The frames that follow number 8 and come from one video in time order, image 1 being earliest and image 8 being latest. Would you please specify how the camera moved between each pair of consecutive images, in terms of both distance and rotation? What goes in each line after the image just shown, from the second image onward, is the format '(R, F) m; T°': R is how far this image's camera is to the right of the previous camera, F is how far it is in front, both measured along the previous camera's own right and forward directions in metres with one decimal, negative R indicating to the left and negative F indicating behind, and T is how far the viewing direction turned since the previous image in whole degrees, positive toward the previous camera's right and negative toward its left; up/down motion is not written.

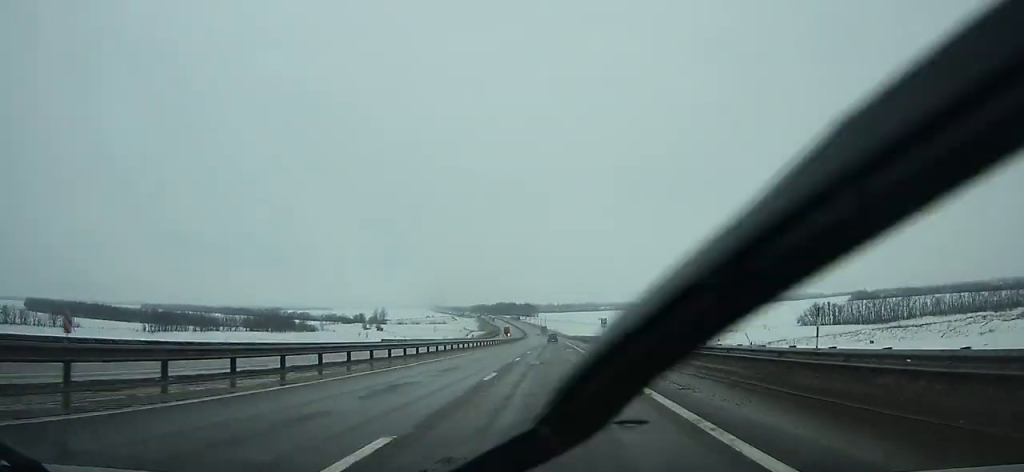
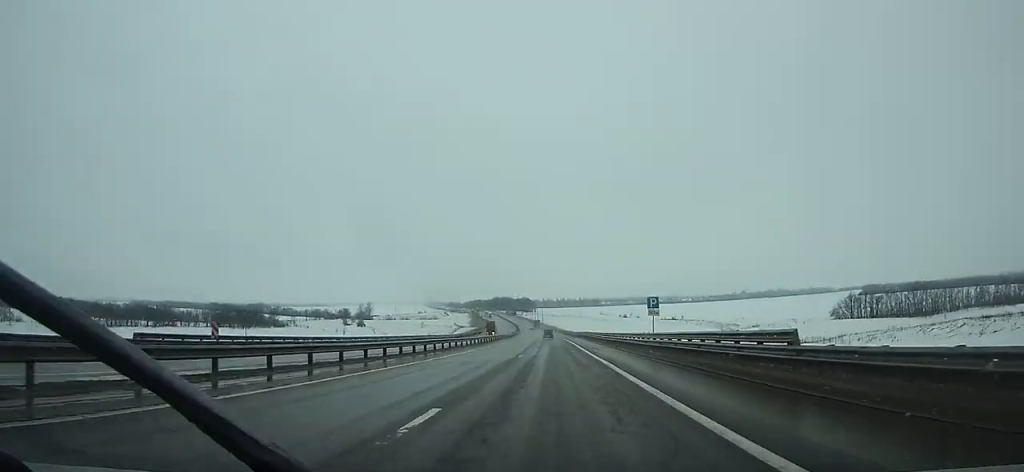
(-0.1, +45.8) m; 0°
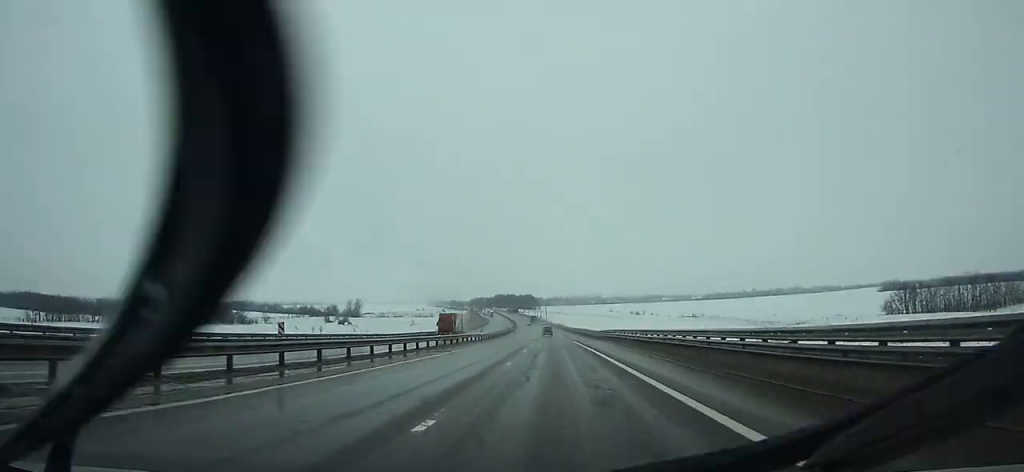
(+0.1, +48.3) m; 0°
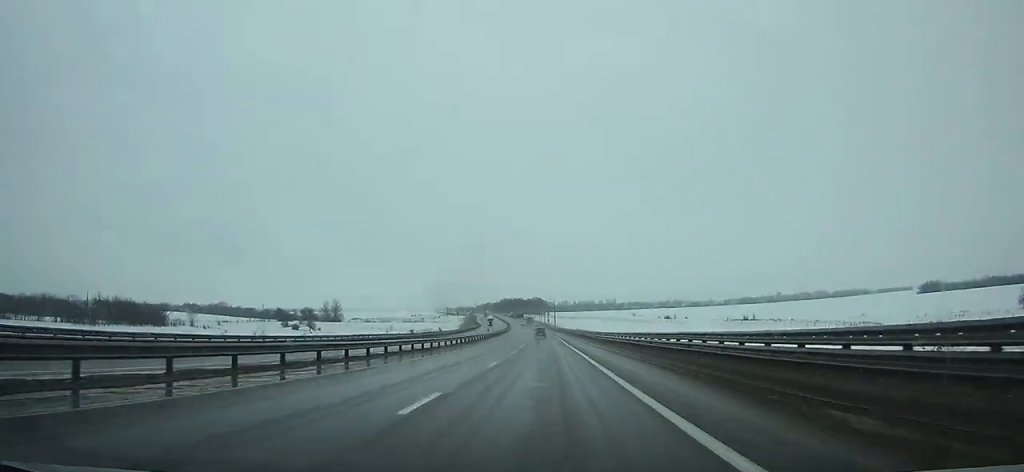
(-0.6, +83.2) m; -1°
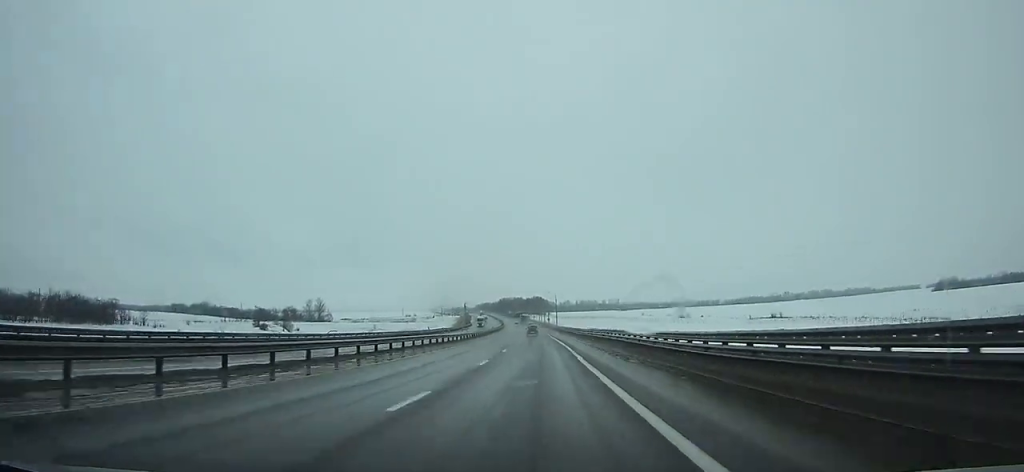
(-0.4, +34.7) m; -1°
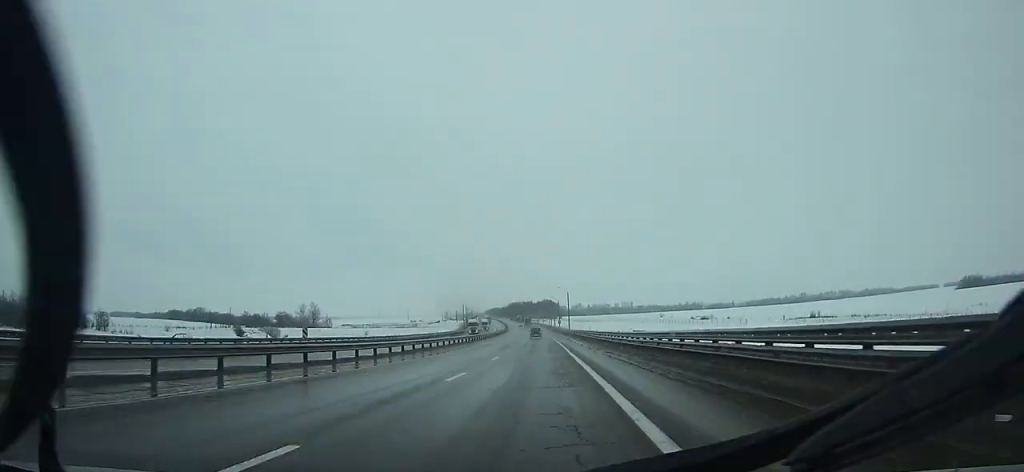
(+0.1, +29.8) m; -1°
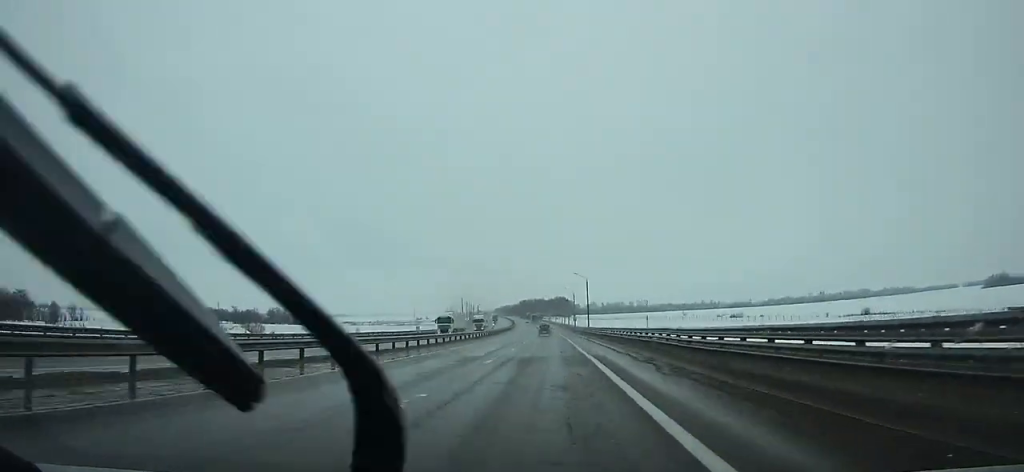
(-0.5, +31.5) m; -1°
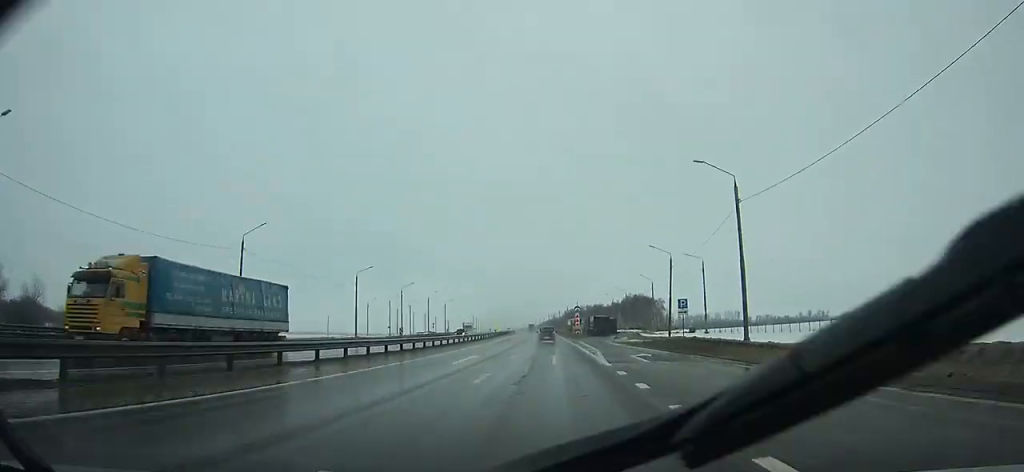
(-11.1, +257.0) m; -5°
